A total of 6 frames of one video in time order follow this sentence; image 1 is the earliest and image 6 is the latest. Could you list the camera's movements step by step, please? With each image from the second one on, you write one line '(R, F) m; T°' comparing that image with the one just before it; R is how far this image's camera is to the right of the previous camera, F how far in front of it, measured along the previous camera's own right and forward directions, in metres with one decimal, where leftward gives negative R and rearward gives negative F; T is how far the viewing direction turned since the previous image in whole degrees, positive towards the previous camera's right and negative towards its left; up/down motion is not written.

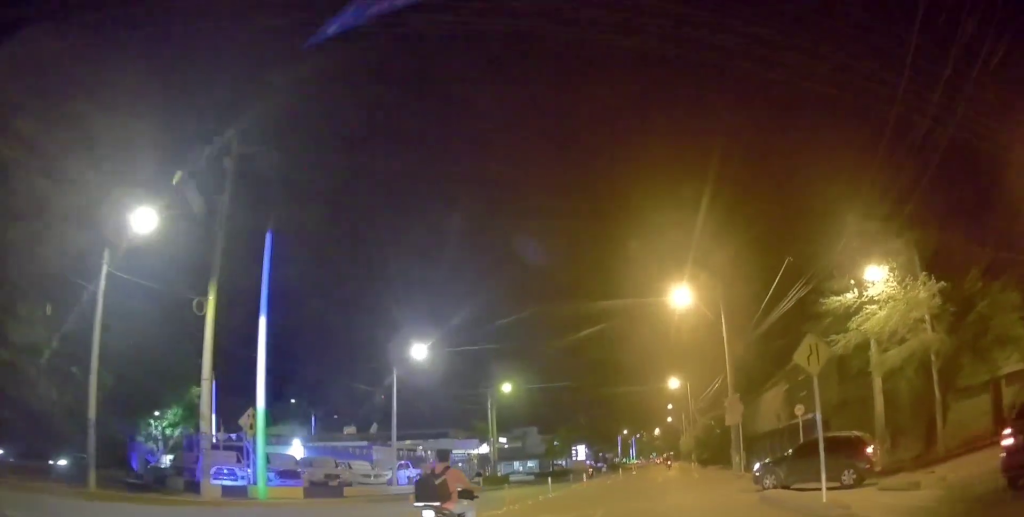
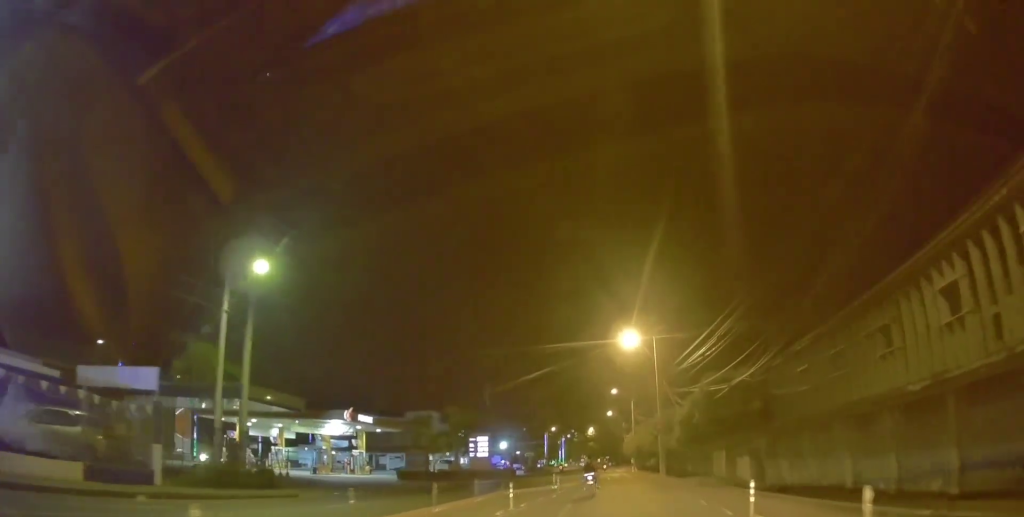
(+0.6, +27.5) m; +5°
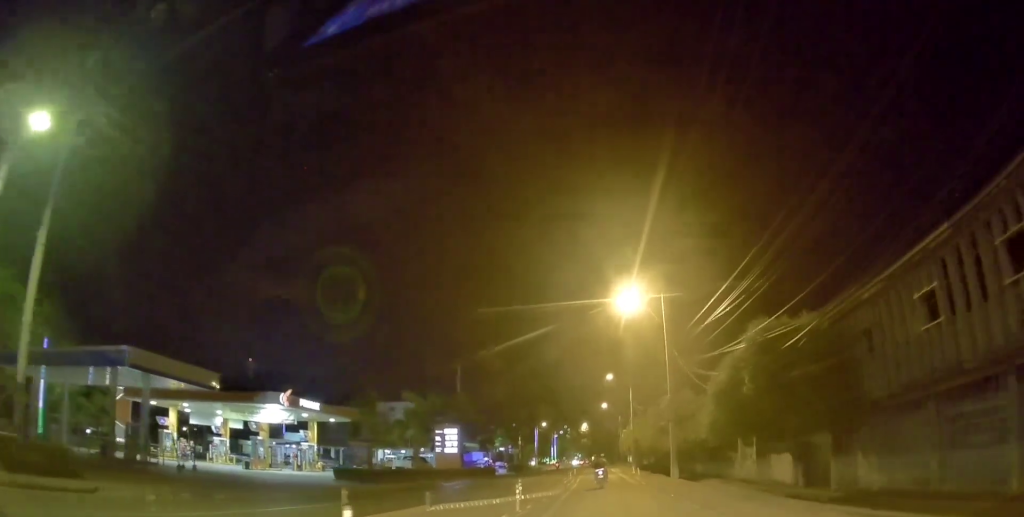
(+0.3, +10.1) m; +1°
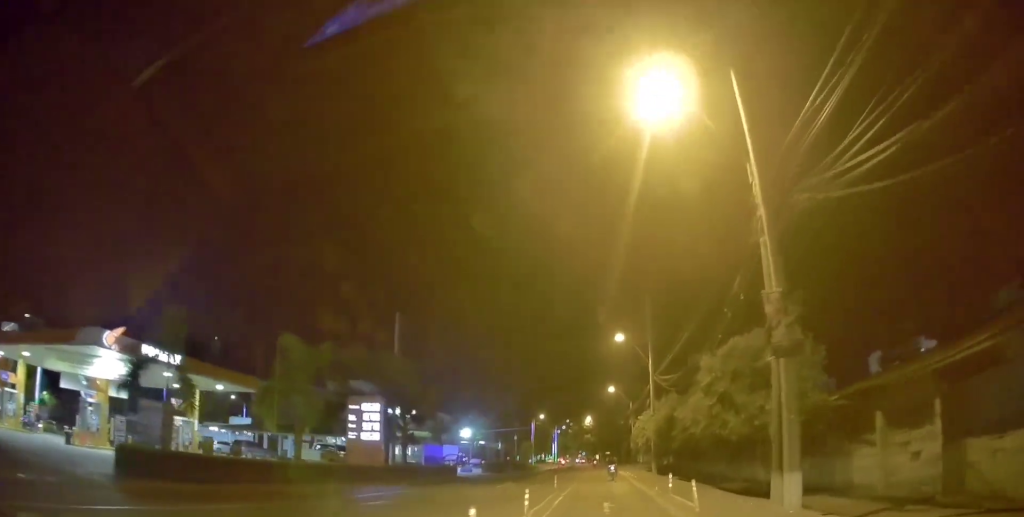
(-0.4, +18.4) m; -1°
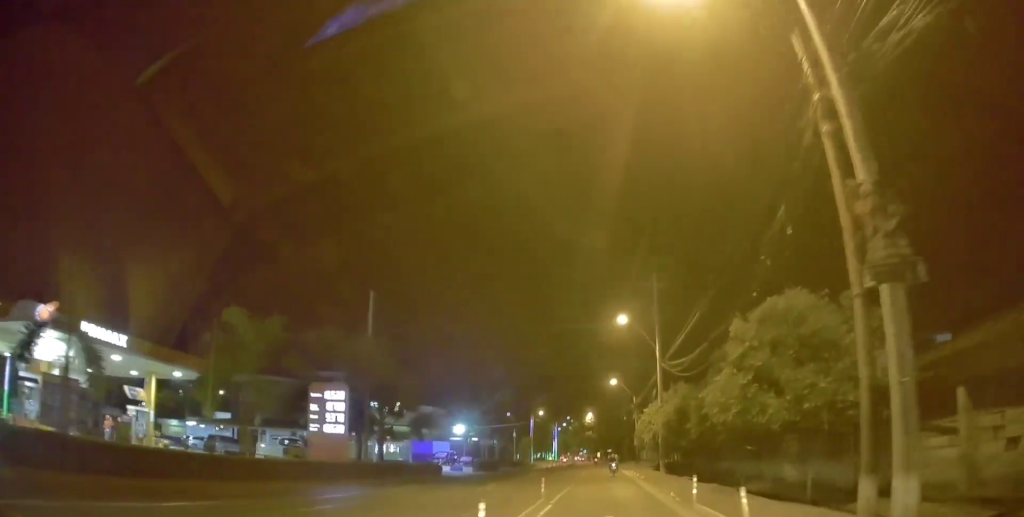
(+0.1, +4.6) m; 0°
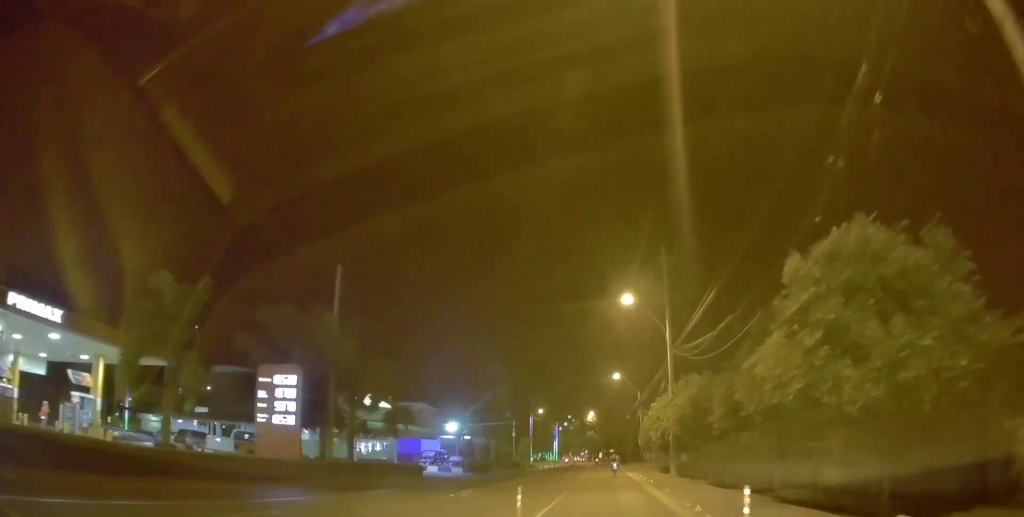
(+0.2, +4.8) m; 0°
